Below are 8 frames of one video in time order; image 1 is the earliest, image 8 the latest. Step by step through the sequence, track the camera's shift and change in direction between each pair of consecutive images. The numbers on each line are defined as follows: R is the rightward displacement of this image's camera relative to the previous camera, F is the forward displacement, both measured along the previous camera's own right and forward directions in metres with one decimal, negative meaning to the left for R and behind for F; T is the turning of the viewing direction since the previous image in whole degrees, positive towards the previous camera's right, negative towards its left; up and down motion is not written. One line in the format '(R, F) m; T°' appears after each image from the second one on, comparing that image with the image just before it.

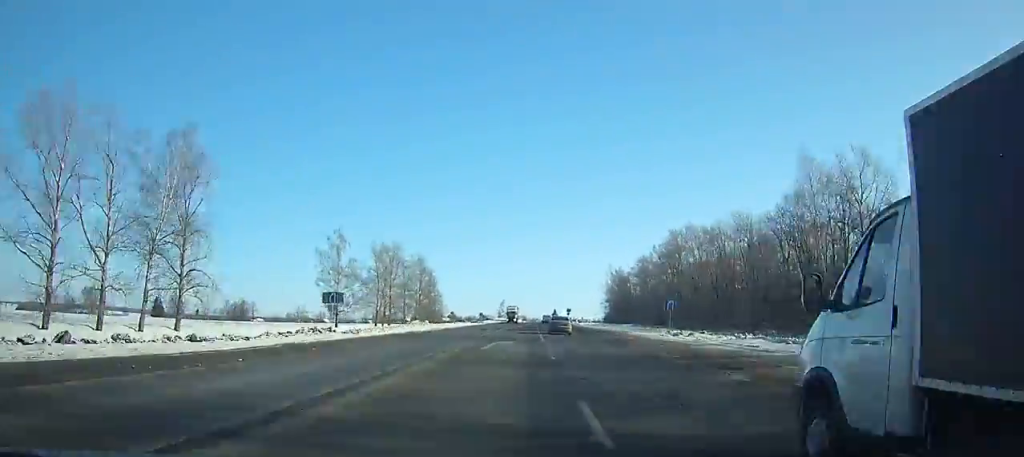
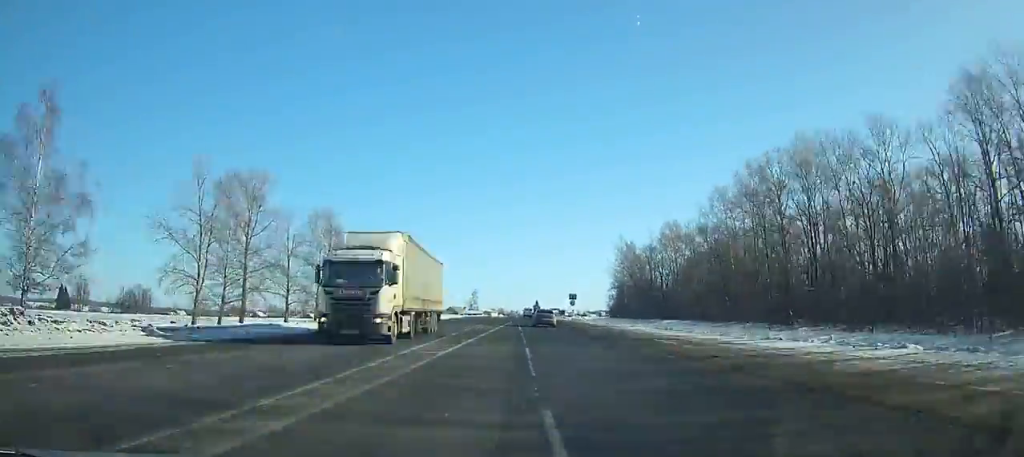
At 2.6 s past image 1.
(+0.2, +63.5) m; +1°
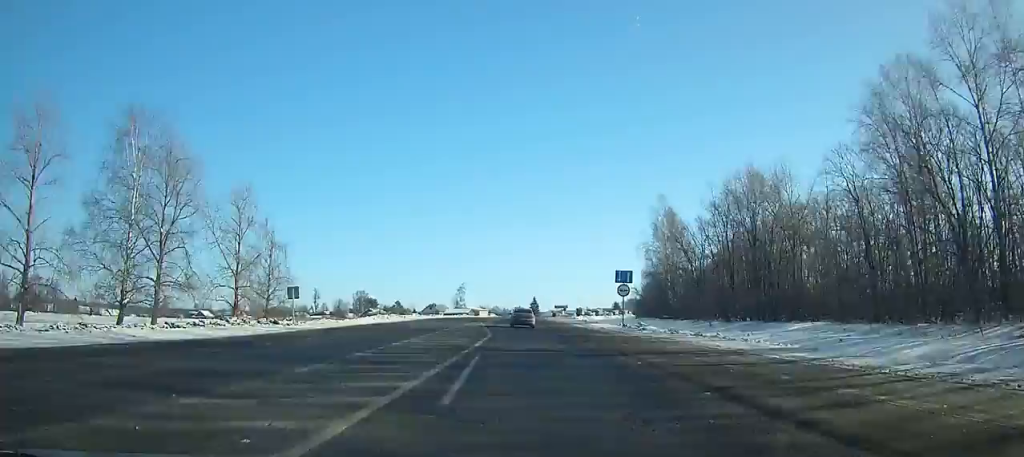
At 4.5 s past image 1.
(+0.4, +45.8) m; 0°
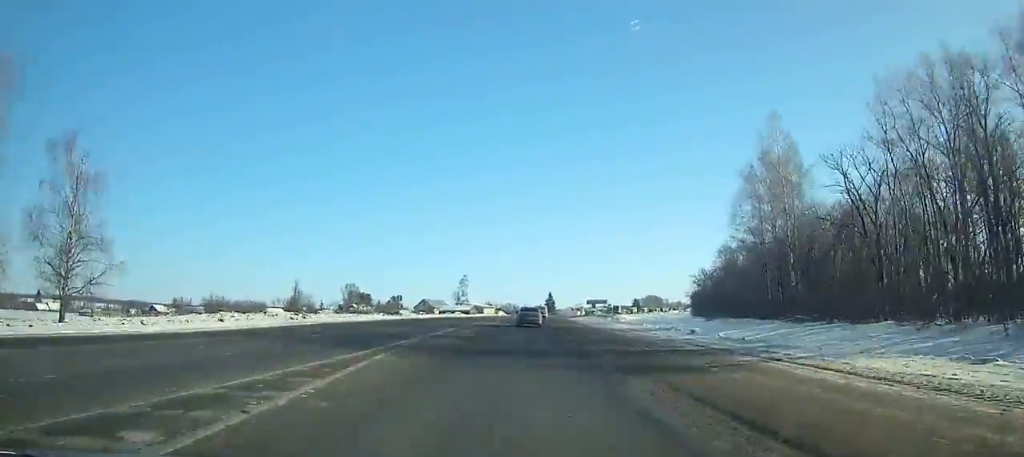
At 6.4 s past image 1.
(+0.1, +44.4) m; 0°
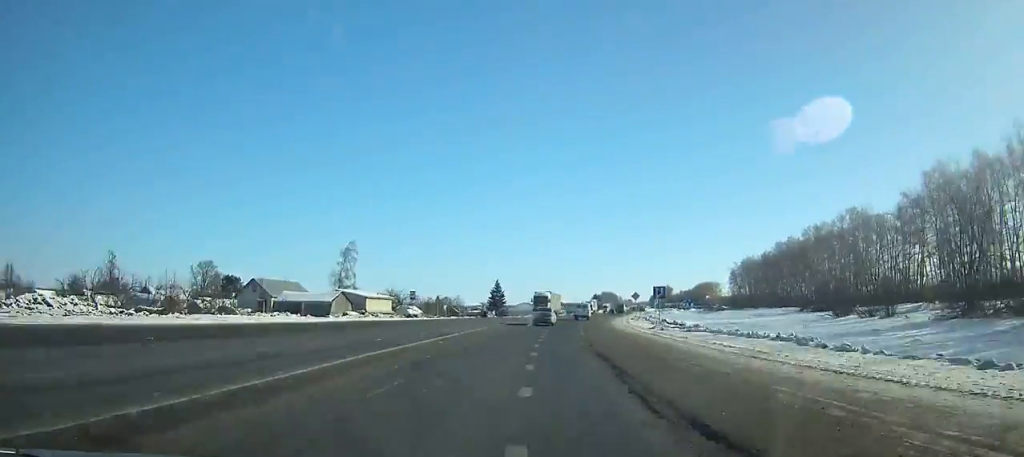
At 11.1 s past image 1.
(+1.3, +100.4) m; +5°
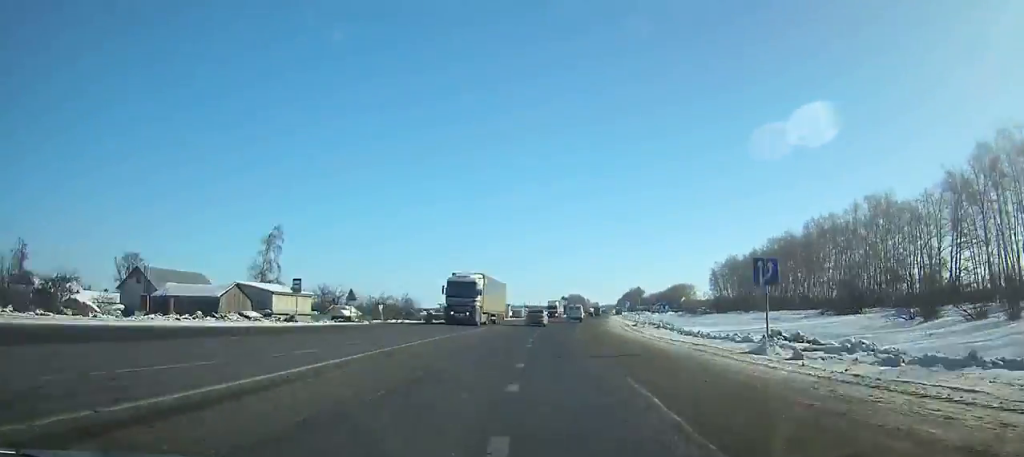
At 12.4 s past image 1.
(+0.8, +25.1) m; +3°
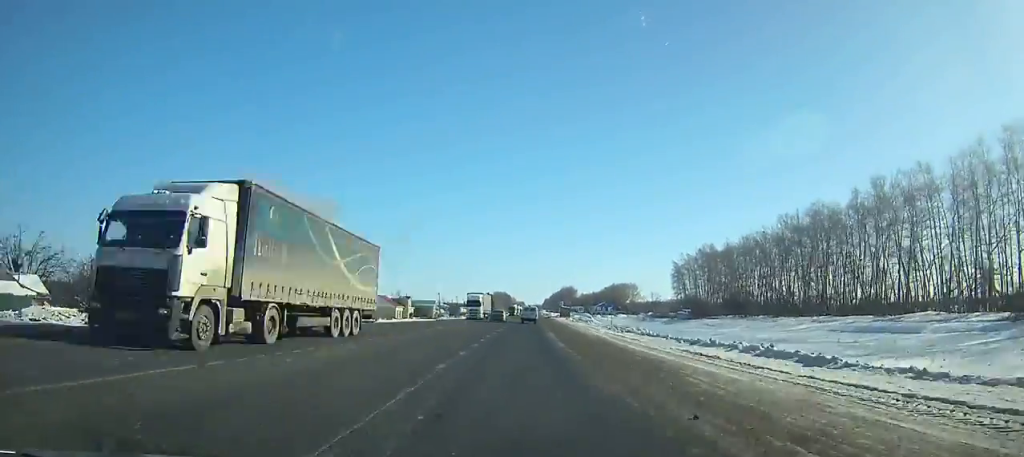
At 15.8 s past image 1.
(+4.6, +62.6) m; +7°
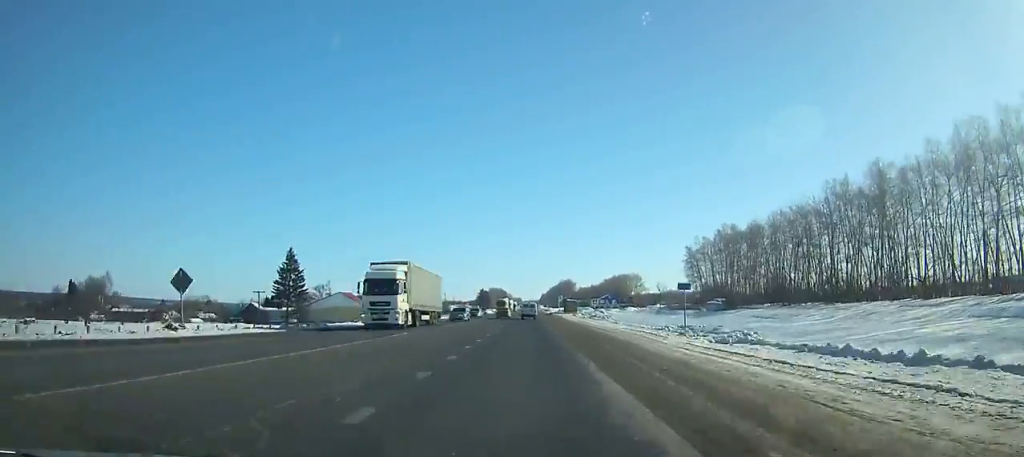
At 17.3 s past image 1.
(+1.0, +26.8) m; +2°
